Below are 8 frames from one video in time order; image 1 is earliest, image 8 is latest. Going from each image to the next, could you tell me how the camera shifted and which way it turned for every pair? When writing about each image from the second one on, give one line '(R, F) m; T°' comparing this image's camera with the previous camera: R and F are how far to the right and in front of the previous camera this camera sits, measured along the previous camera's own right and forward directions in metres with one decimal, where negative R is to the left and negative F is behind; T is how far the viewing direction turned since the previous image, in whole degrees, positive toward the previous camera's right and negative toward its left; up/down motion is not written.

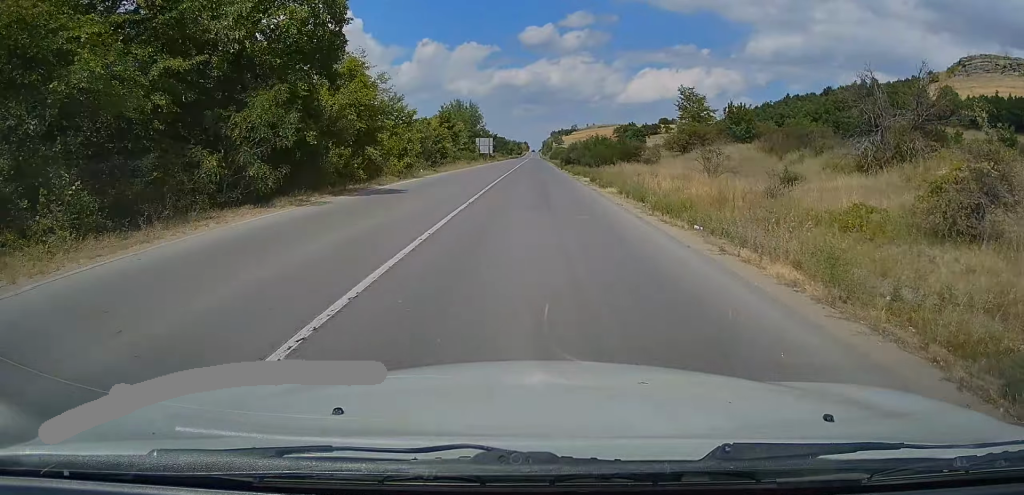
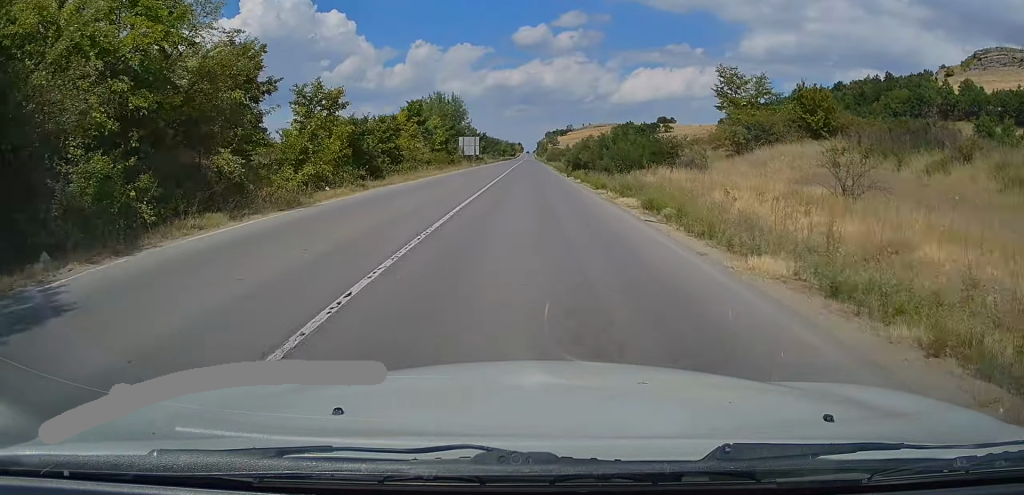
(0.0, +15.6) m; +1°
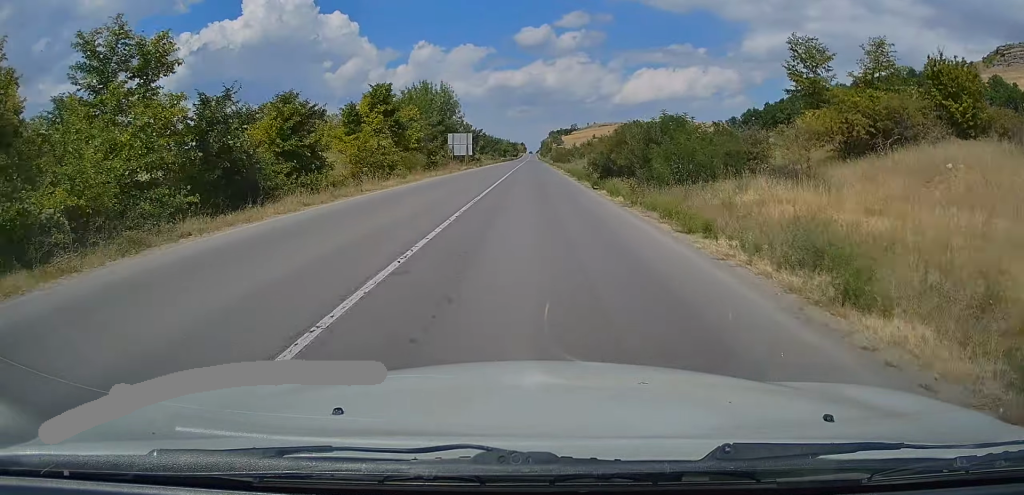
(-0.1, +13.9) m; 0°
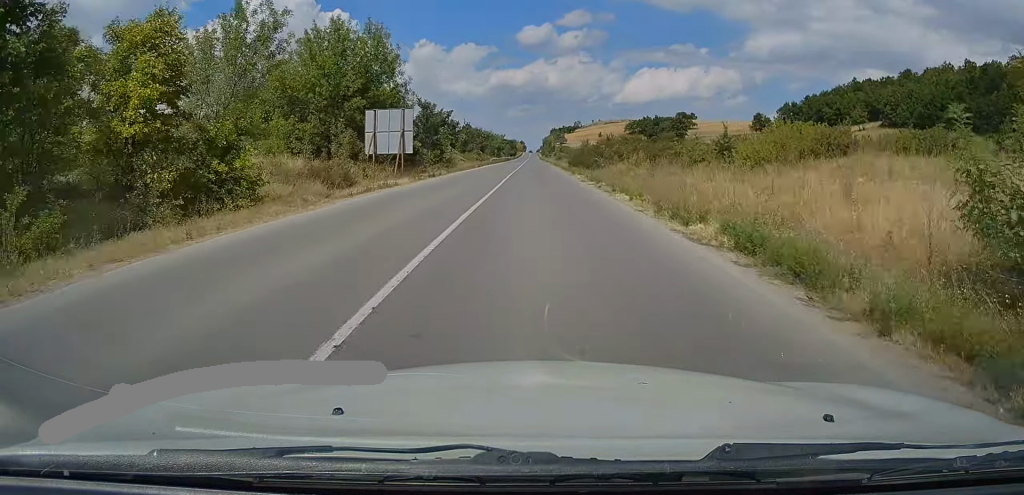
(+0.1, +34.1) m; 0°
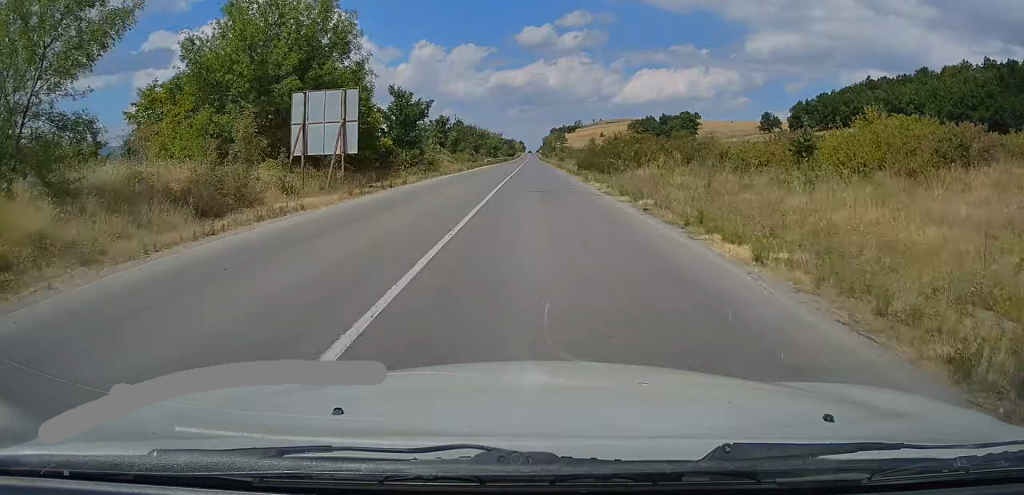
(+0.1, +10.5) m; 0°
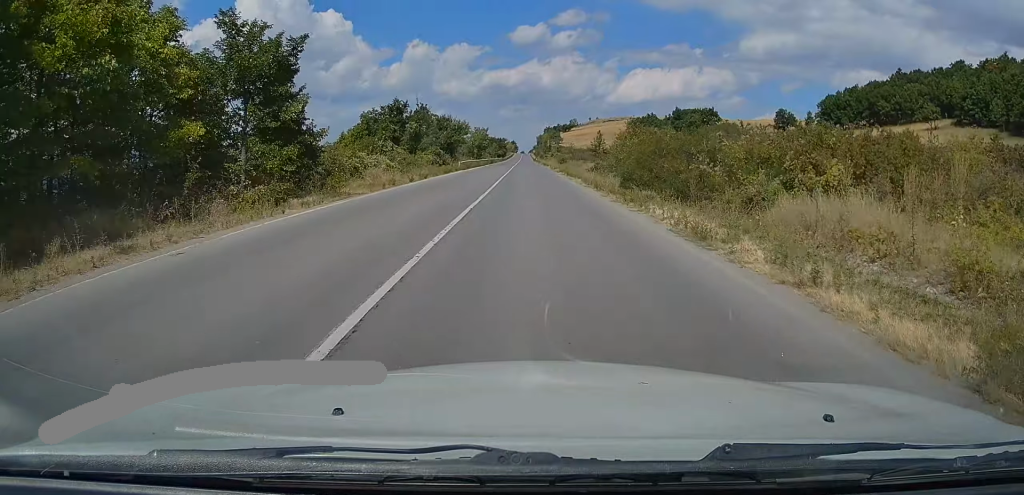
(+0.1, +23.4) m; 0°
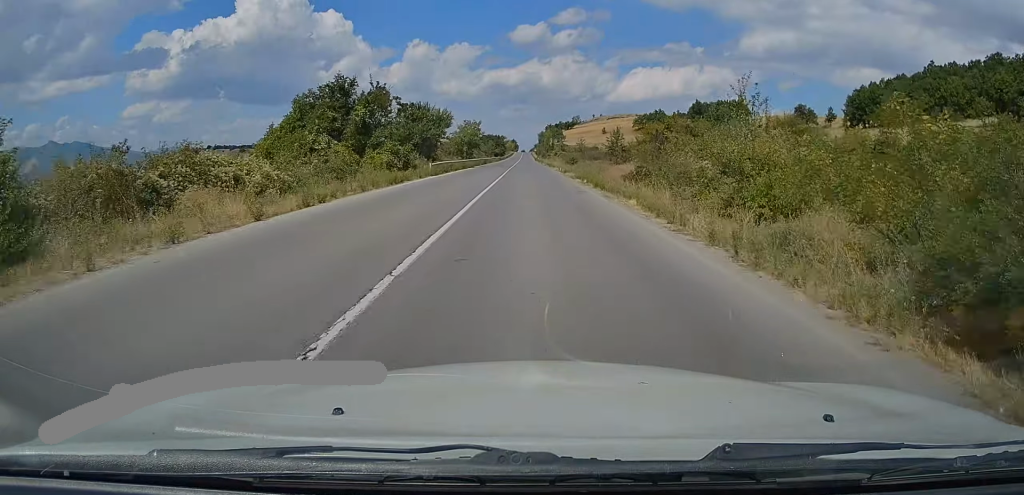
(-0.1, +17.2) m; 0°
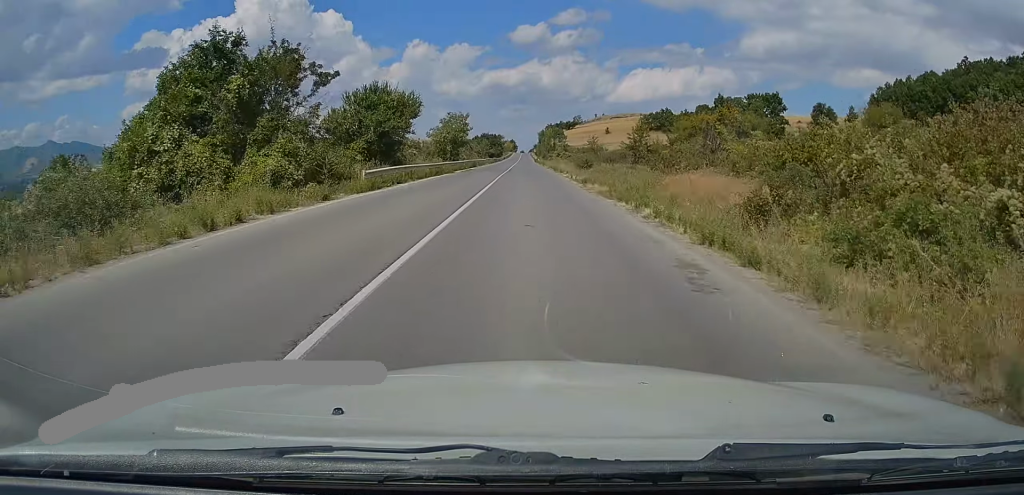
(0.0, +16.0) m; 0°
